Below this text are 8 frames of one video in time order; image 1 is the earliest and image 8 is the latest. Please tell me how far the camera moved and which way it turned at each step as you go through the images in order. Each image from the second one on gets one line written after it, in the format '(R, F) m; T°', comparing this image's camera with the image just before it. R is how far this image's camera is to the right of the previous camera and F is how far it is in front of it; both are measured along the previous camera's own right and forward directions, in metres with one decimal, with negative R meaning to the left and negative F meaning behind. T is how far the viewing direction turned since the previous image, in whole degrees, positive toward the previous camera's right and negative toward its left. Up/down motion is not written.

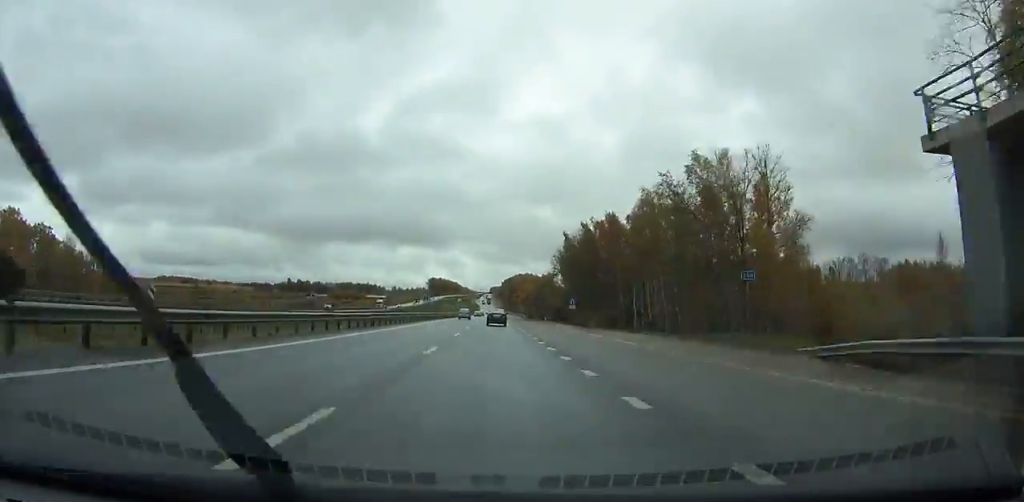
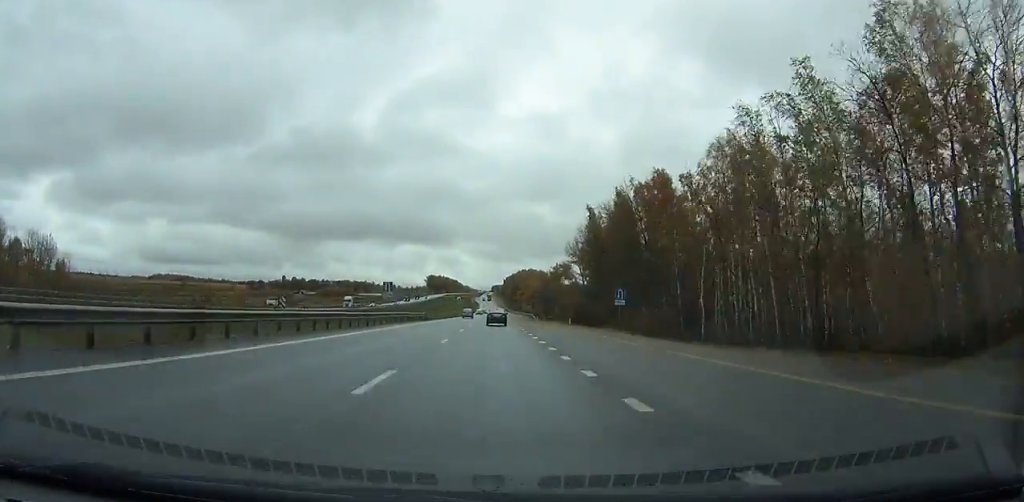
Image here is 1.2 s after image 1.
(0.0, +31.3) m; 0°
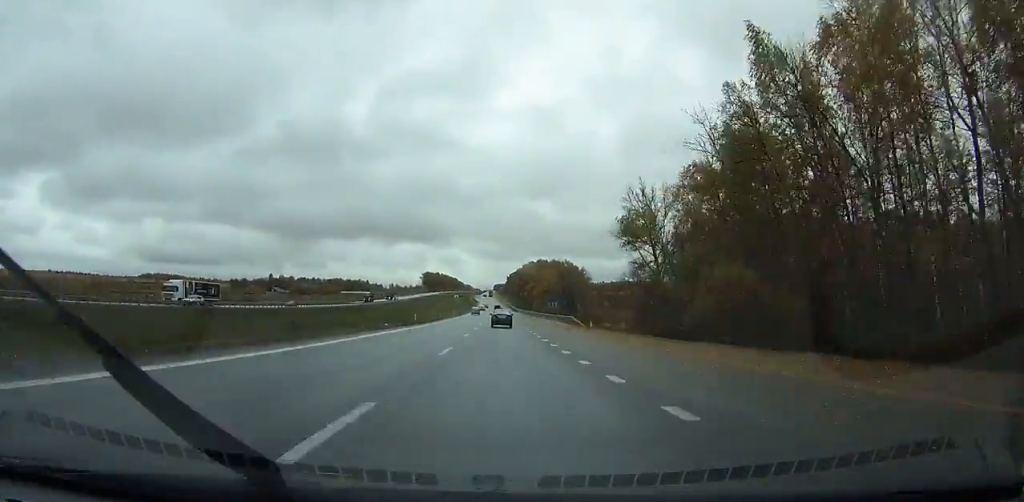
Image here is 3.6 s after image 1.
(-0.1, +63.1) m; 0°
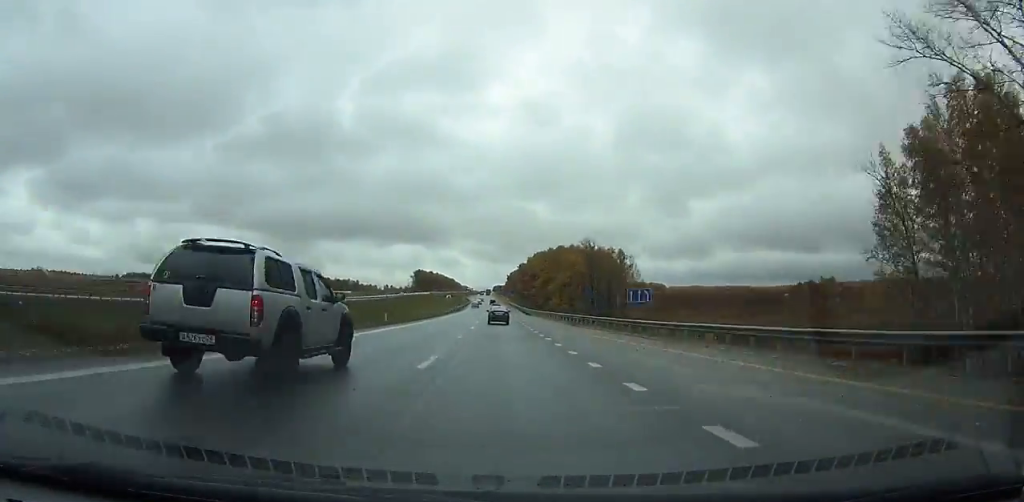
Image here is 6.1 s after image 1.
(-0.1, +65.7) m; 0°
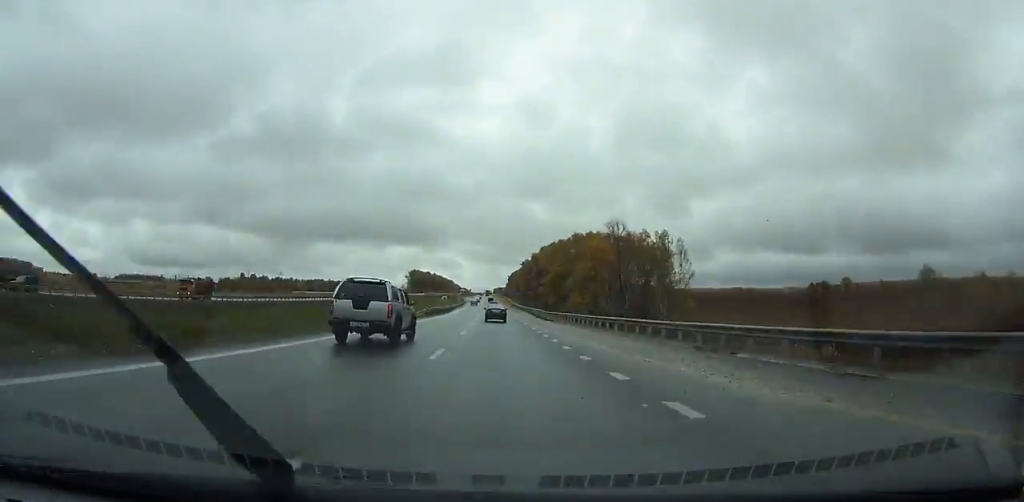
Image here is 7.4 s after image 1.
(+0.1, +34.2) m; 0°
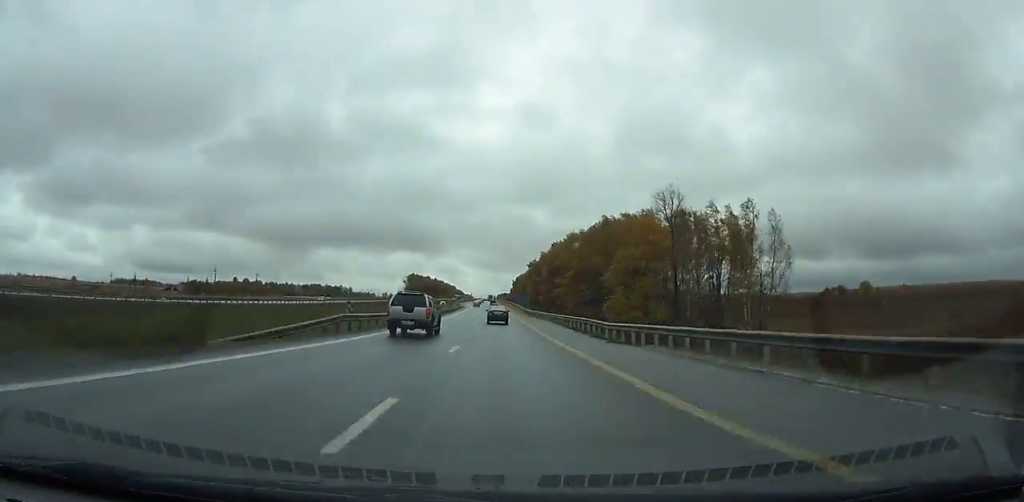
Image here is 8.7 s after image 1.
(-0.1, +34.0) m; 0°
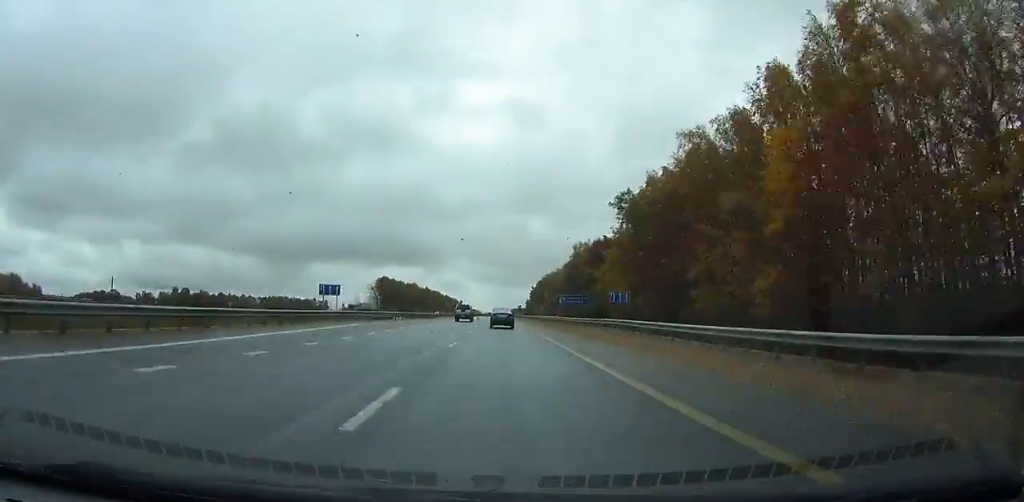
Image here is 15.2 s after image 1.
(-1.4, +166.8) m; -1°
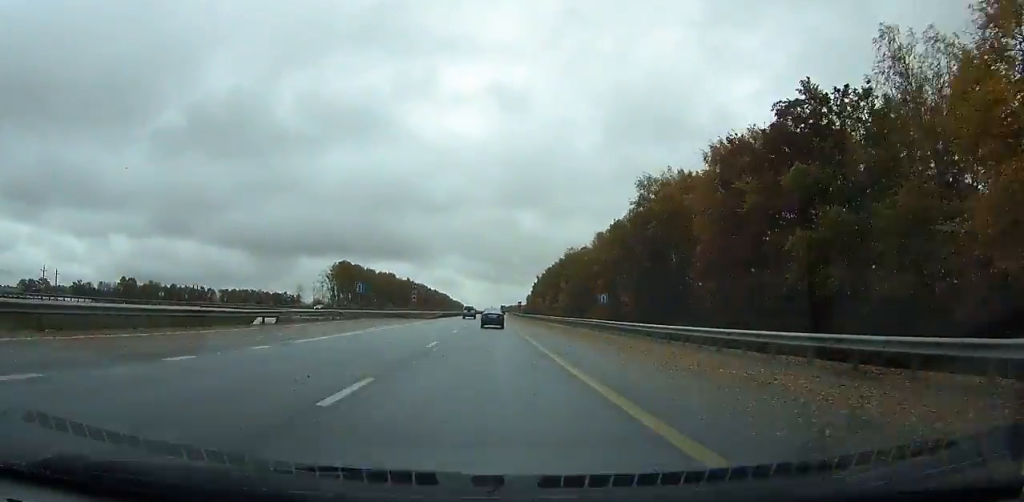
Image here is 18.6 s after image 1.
(-0.1, +84.4) m; 0°
